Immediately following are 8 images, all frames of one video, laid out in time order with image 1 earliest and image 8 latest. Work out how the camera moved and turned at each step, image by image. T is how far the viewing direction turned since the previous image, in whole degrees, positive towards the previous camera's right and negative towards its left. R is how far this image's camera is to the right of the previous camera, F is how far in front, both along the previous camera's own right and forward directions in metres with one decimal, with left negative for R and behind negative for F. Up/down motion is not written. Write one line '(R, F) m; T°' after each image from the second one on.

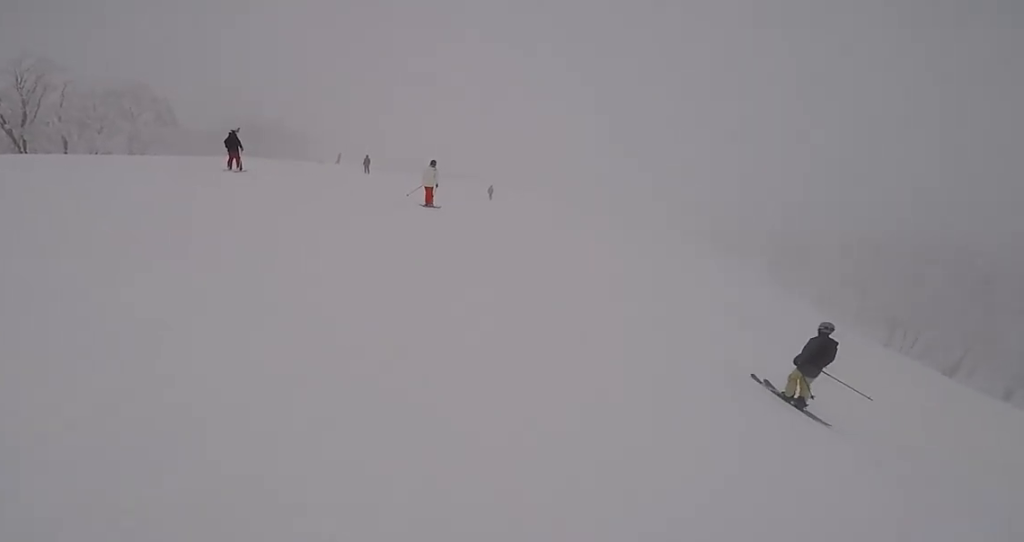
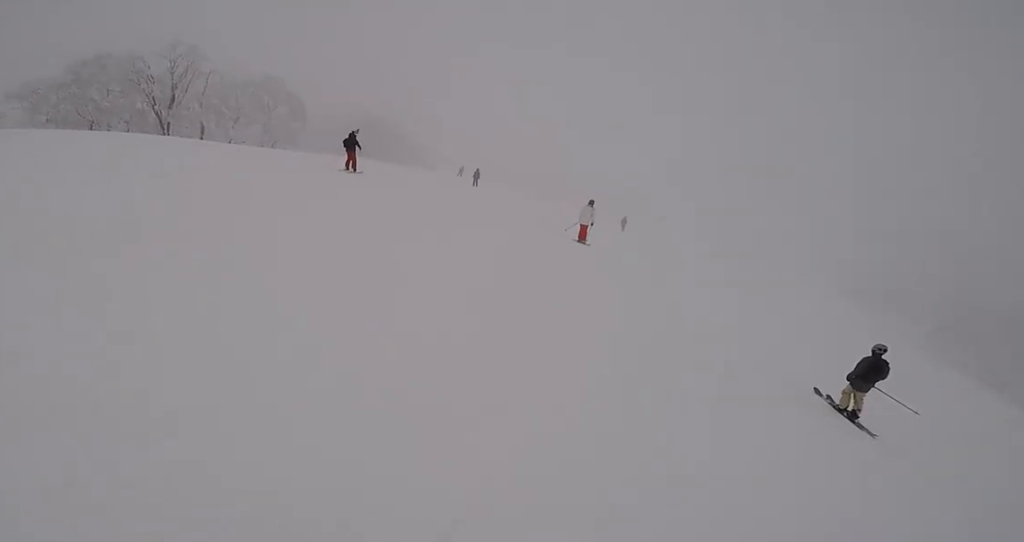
(+0.3, +2.5) m; 0°
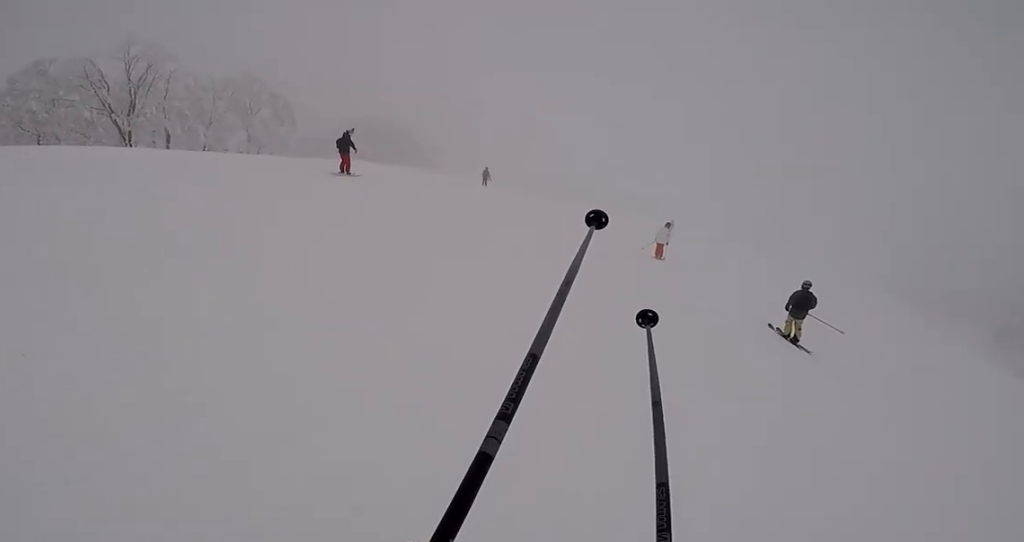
(0.0, +4.0) m; -4°
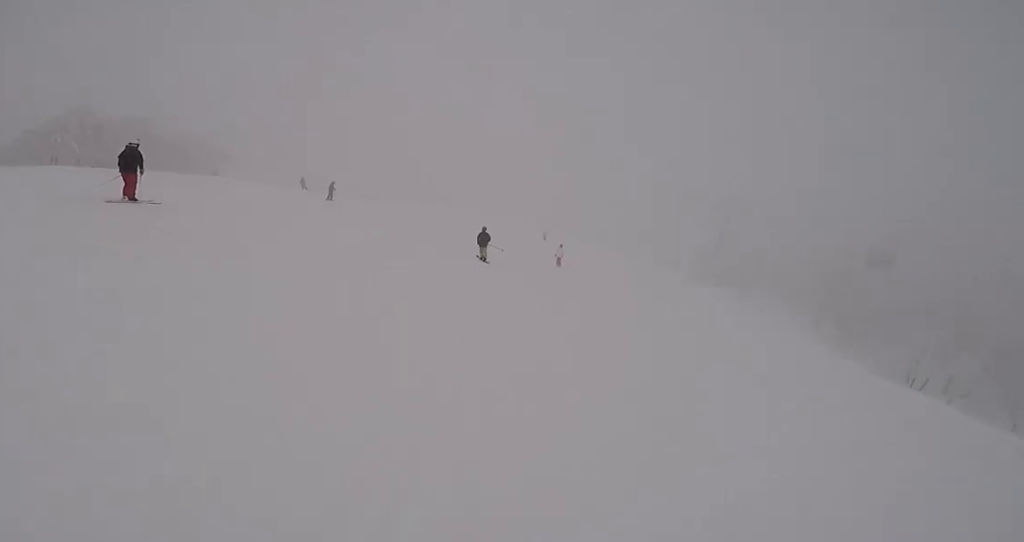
(-1.2, +12.3) m; +4°
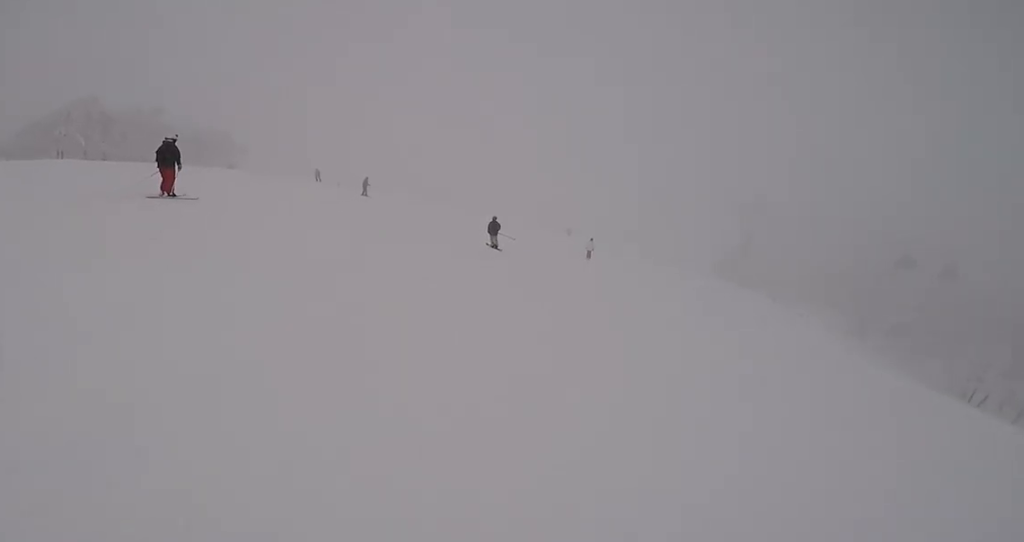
(+0.3, +2.2) m; +1°
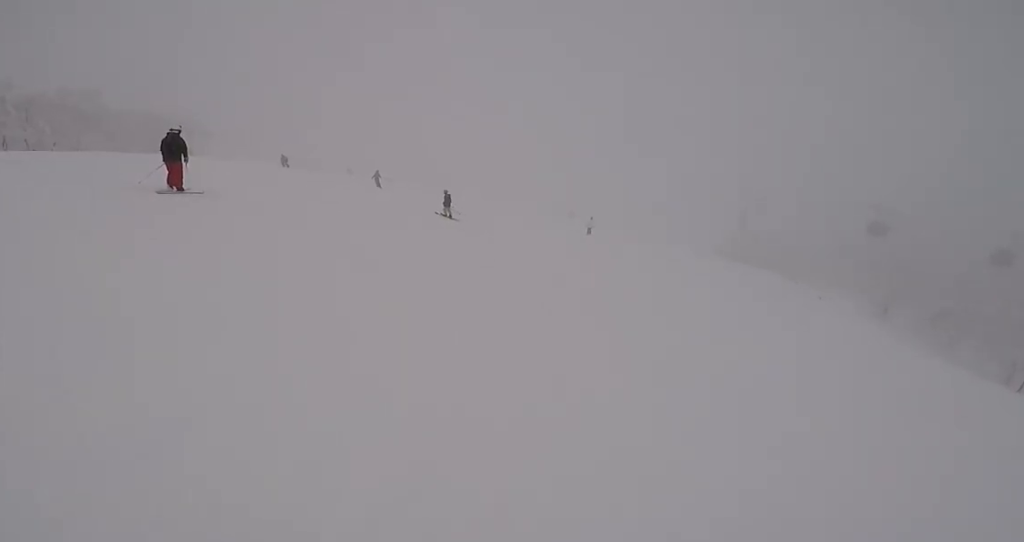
(+0.1, +5.1) m; +1°
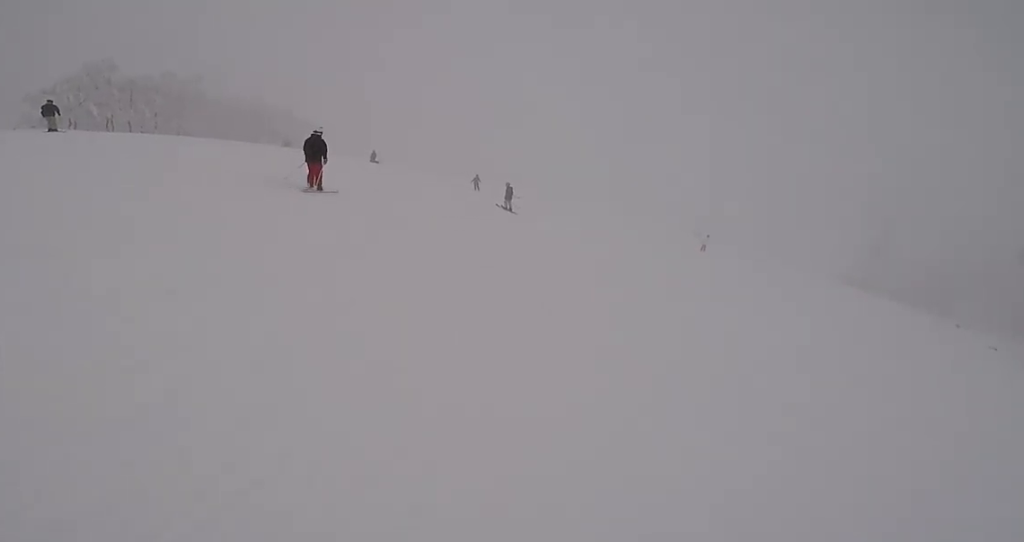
(-0.1, +4.1) m; -1°
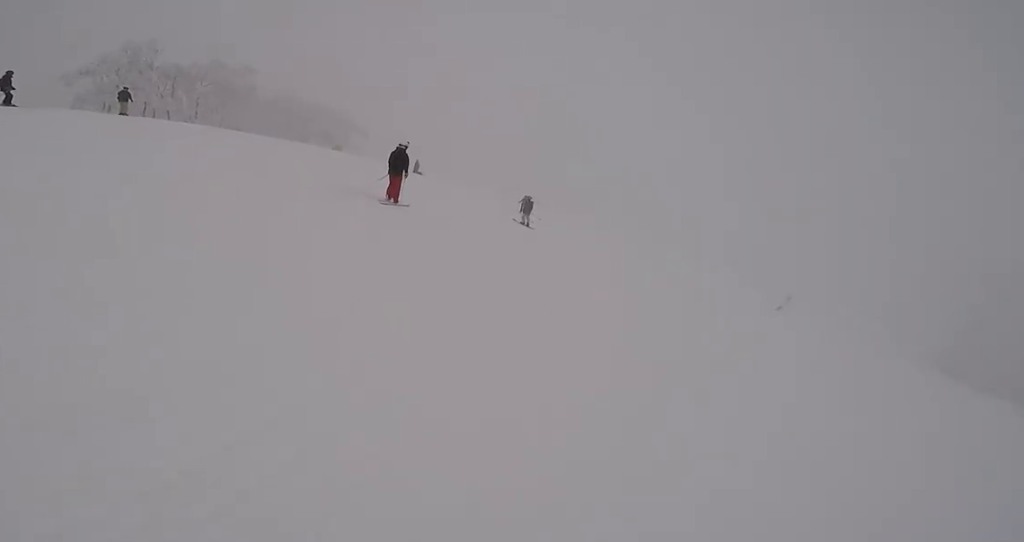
(+0.3, +4.6) m; -4°
